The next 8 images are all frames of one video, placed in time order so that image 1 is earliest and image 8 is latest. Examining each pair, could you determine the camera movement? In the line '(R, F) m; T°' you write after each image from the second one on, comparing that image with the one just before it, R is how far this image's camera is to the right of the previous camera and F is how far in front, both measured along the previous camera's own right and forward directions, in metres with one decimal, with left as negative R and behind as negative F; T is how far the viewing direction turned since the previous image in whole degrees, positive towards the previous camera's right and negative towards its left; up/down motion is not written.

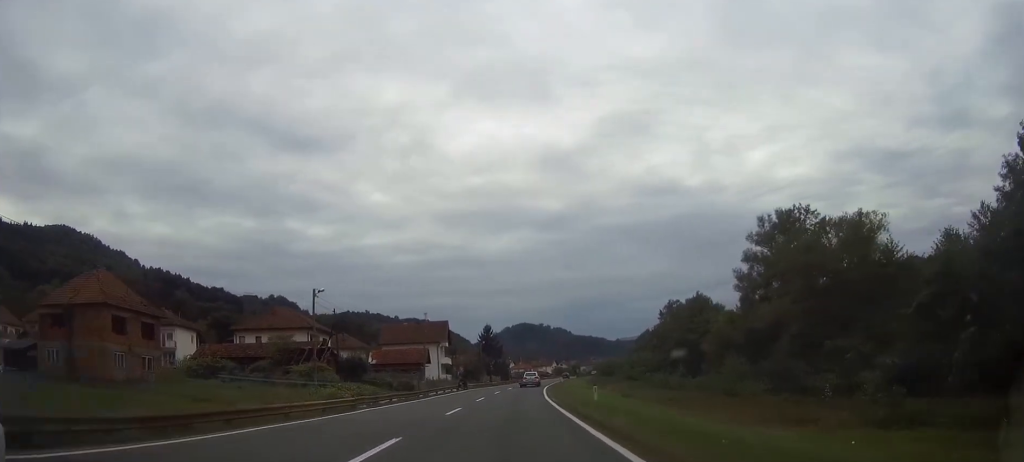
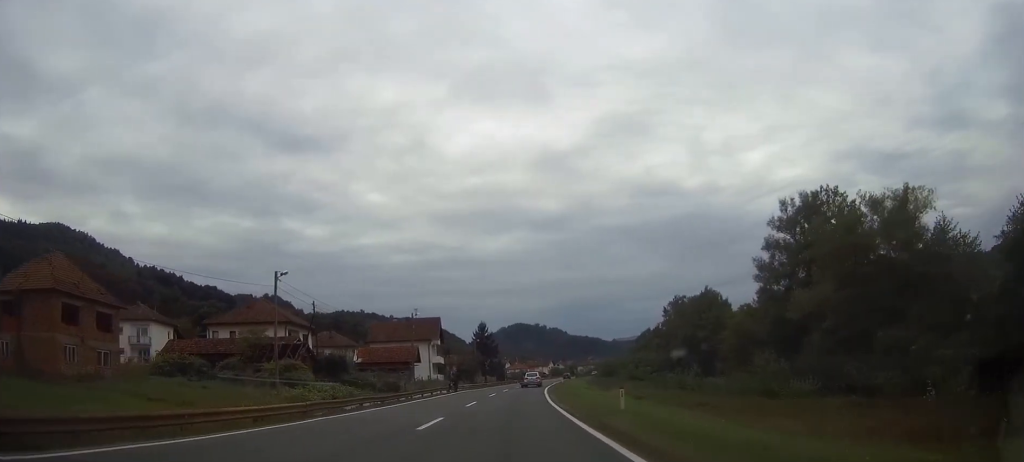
(0.0, +6.7) m; 0°
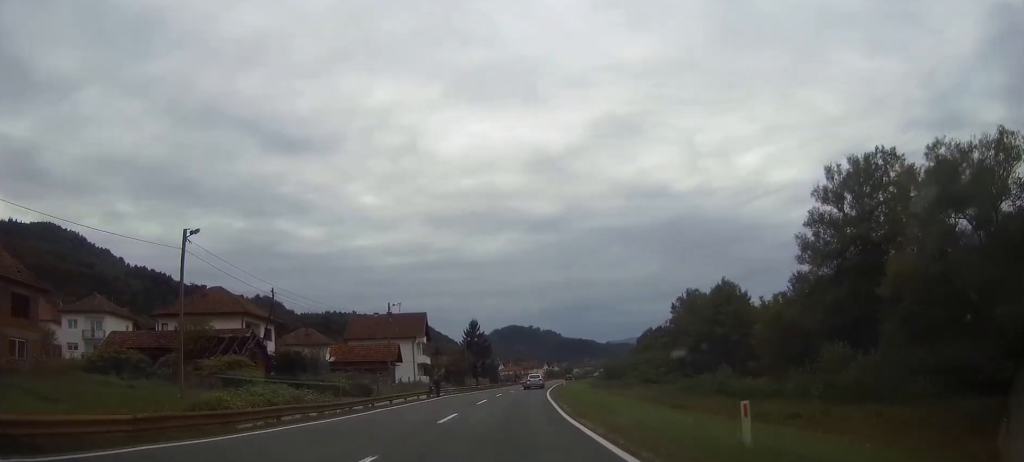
(0.0, +10.6) m; +1°
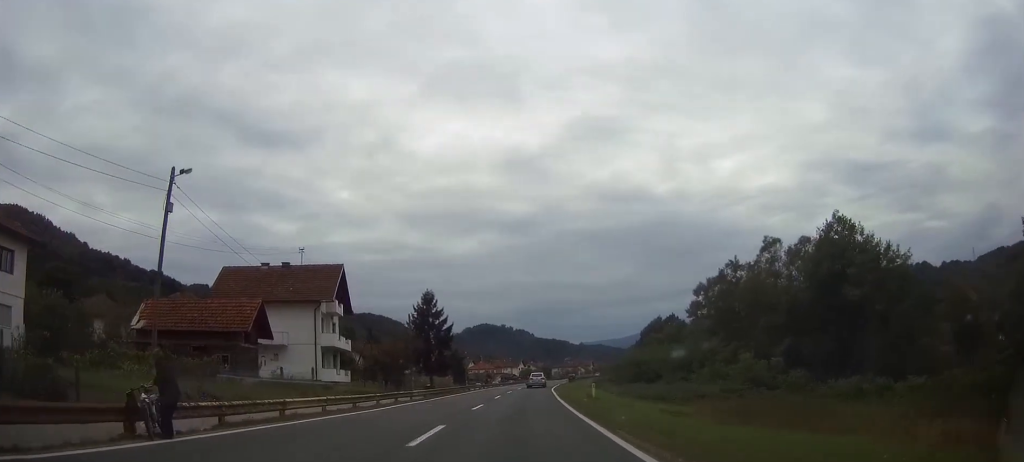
(+0.8, +36.9) m; +2°
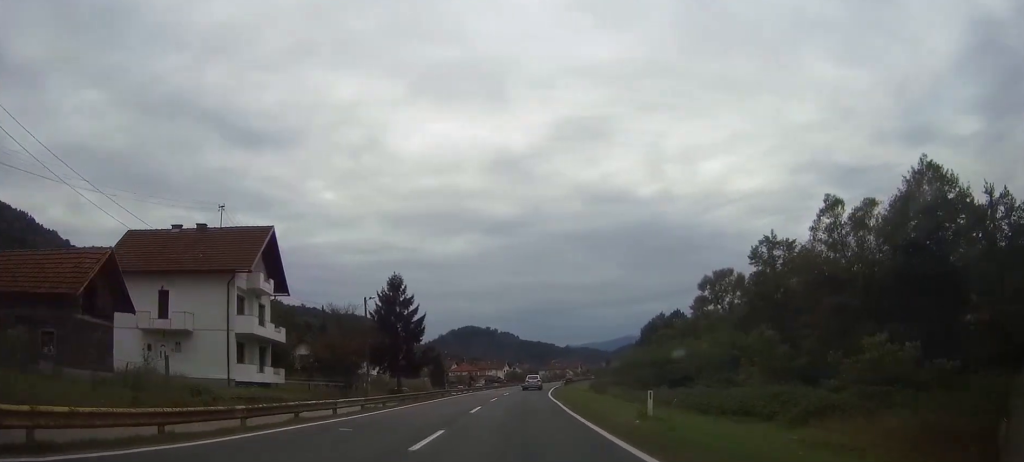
(+0.1, +14.9) m; +1°
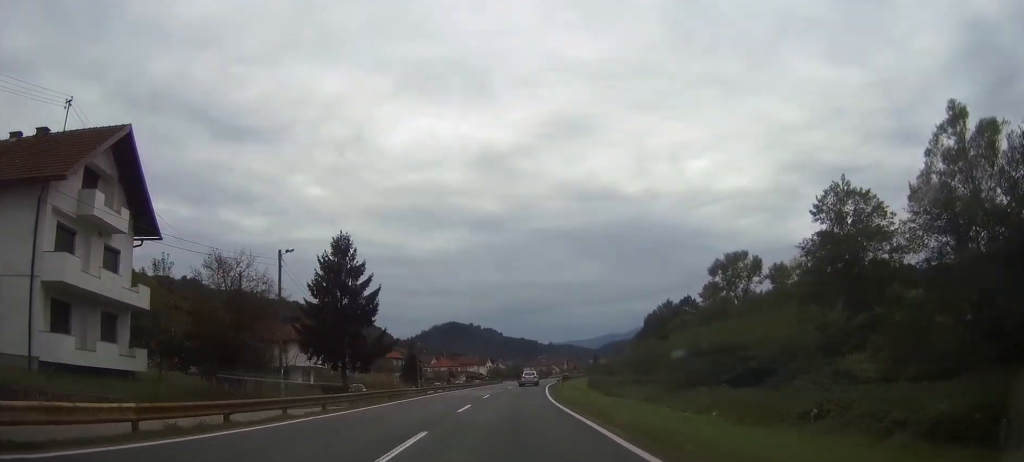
(+0.2, +17.0) m; +1°
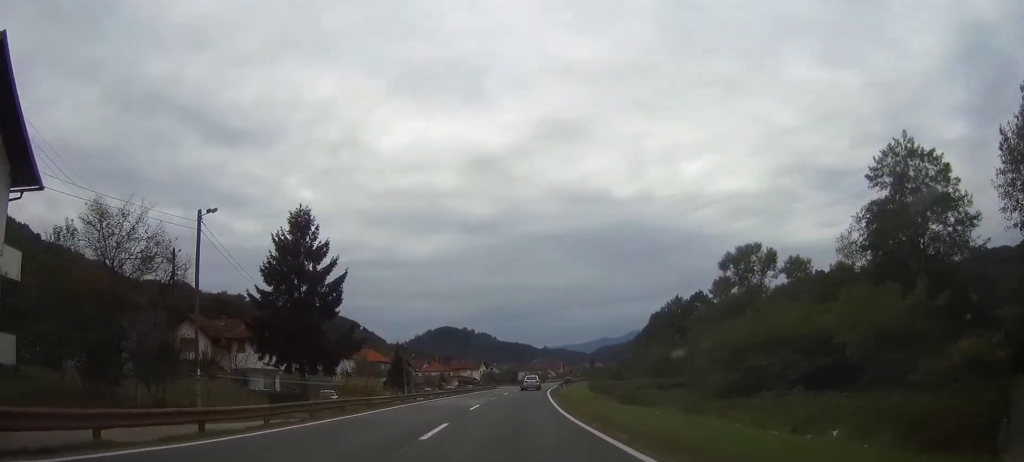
(0.0, +9.2) m; 0°
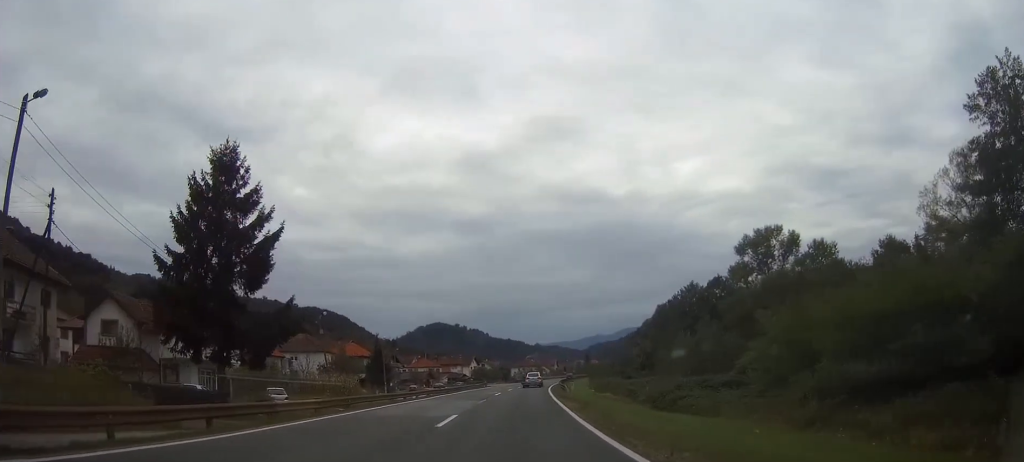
(+0.1, +11.1) m; +1°
